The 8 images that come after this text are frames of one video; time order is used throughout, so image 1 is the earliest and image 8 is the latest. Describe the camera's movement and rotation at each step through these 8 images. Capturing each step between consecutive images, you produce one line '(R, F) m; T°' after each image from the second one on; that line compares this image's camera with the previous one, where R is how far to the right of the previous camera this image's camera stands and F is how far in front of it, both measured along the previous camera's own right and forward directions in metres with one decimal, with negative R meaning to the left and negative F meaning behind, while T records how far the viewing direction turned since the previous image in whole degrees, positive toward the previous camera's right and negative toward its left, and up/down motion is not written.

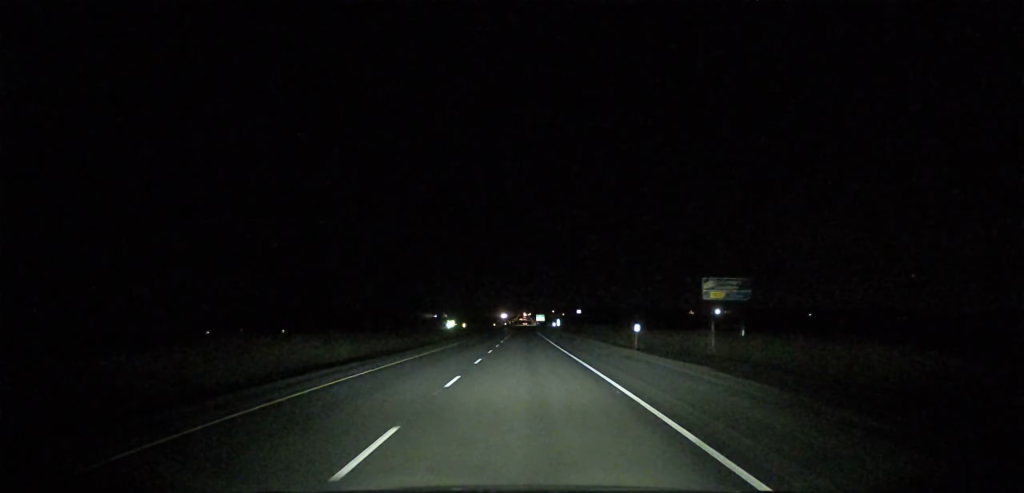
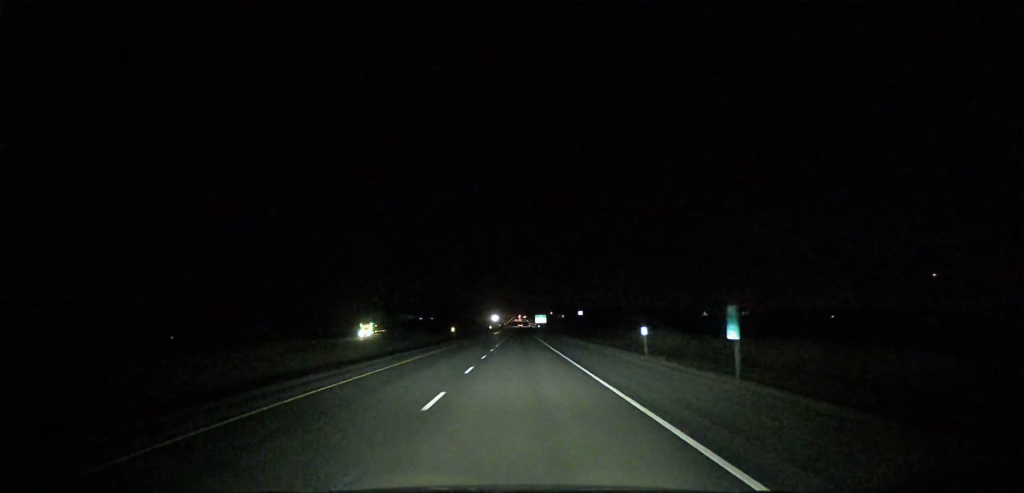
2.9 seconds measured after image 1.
(0.0, +102.5) m; 0°
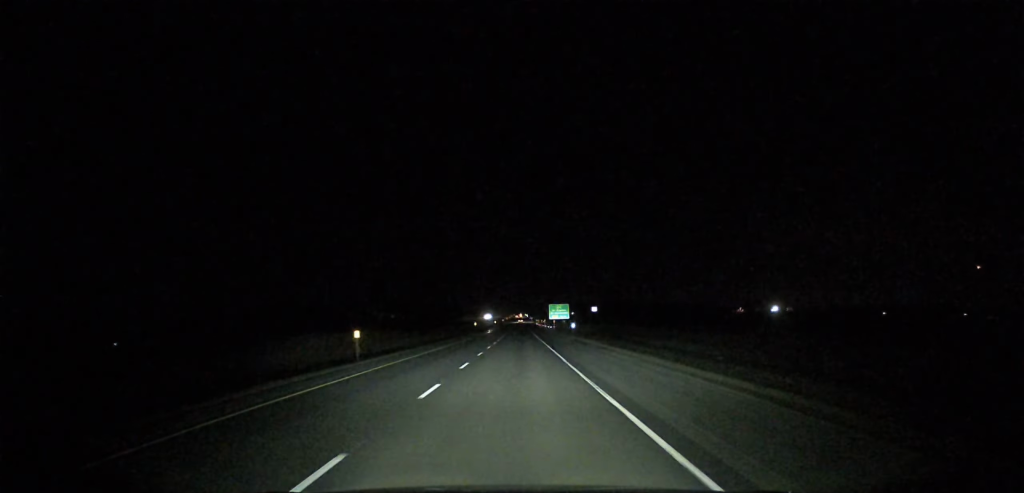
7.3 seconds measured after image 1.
(+0.1, +150.2) m; 0°
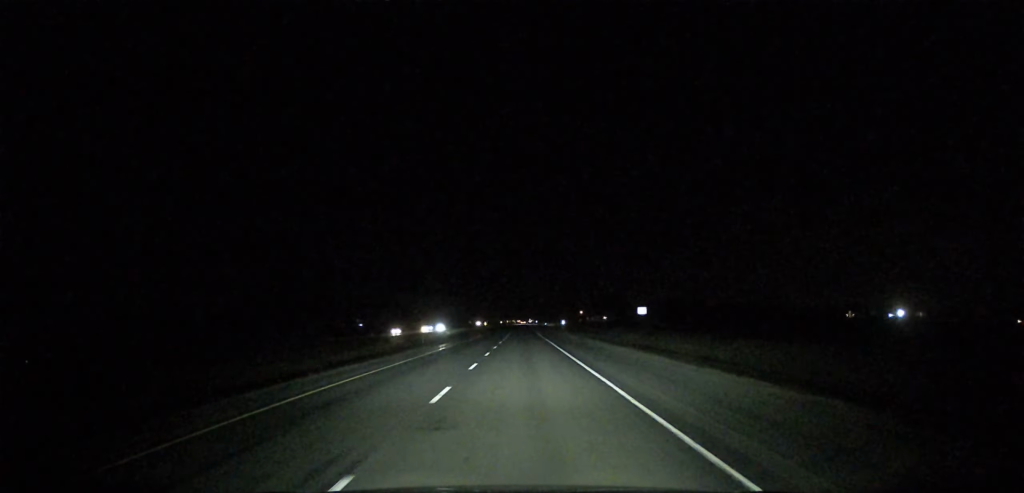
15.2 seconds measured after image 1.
(+0.5, +269.1) m; 0°
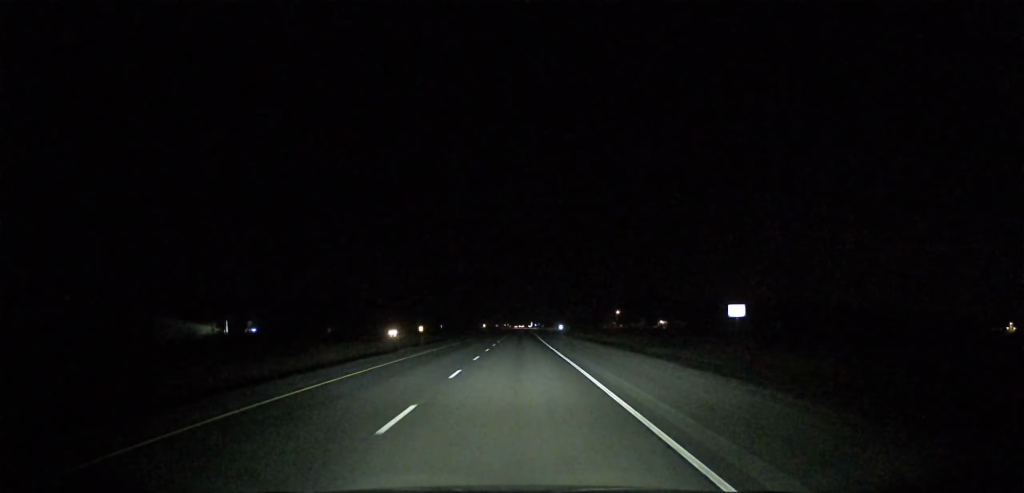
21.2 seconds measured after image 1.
(-0.7, +196.9) m; 0°
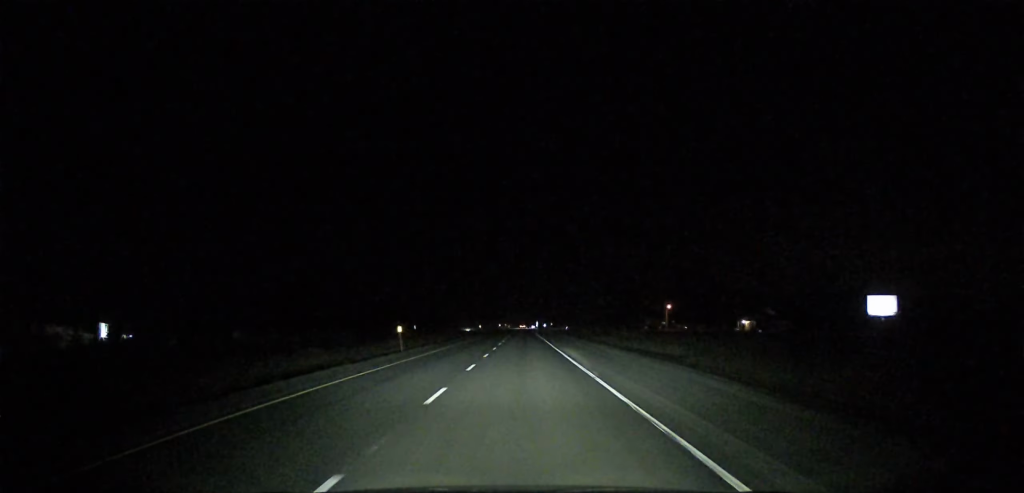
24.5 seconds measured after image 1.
(+0.5, +101.3) m; 0°
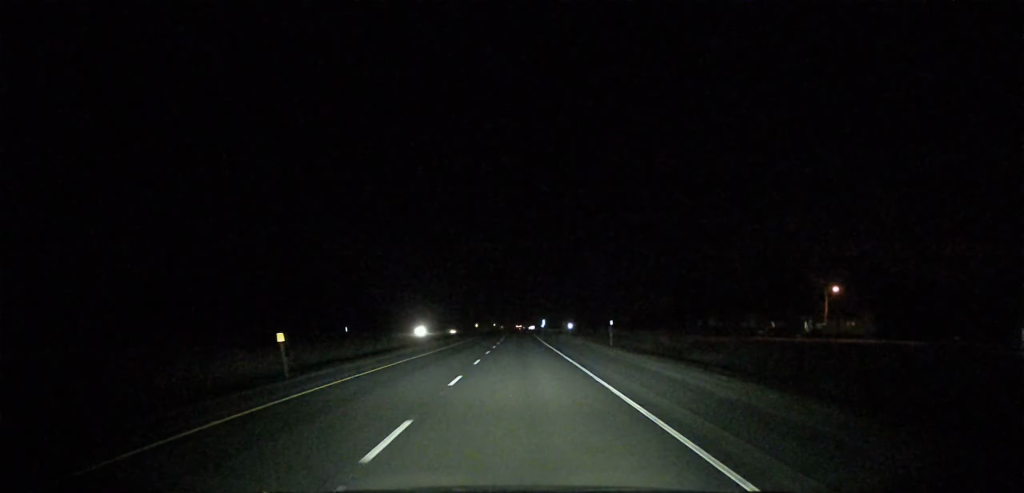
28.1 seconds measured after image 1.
(-0.1, +111.4) m; 0°
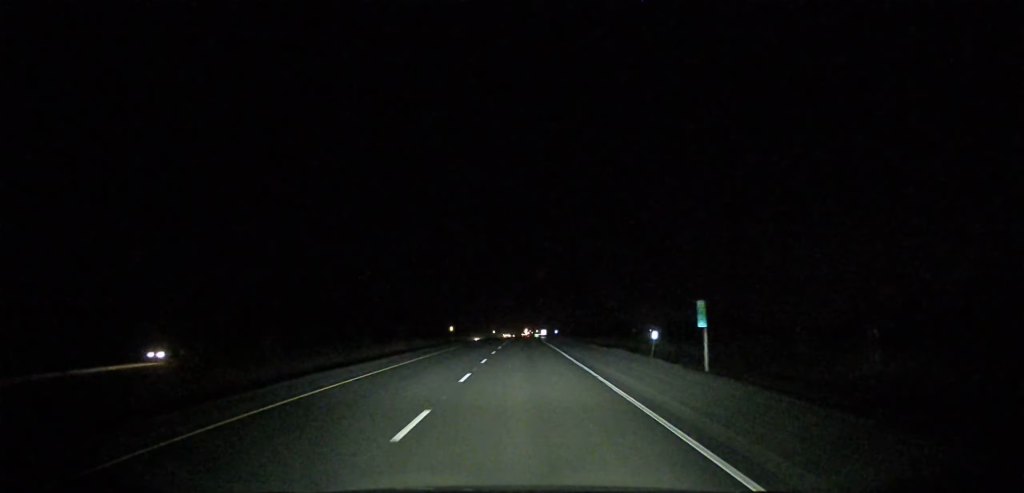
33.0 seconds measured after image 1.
(-0.3, +150.7) m; 0°
